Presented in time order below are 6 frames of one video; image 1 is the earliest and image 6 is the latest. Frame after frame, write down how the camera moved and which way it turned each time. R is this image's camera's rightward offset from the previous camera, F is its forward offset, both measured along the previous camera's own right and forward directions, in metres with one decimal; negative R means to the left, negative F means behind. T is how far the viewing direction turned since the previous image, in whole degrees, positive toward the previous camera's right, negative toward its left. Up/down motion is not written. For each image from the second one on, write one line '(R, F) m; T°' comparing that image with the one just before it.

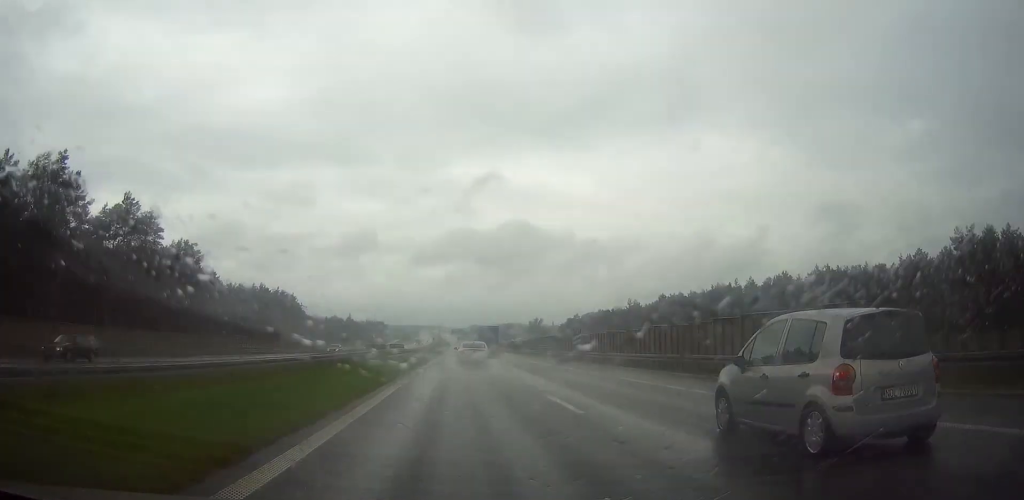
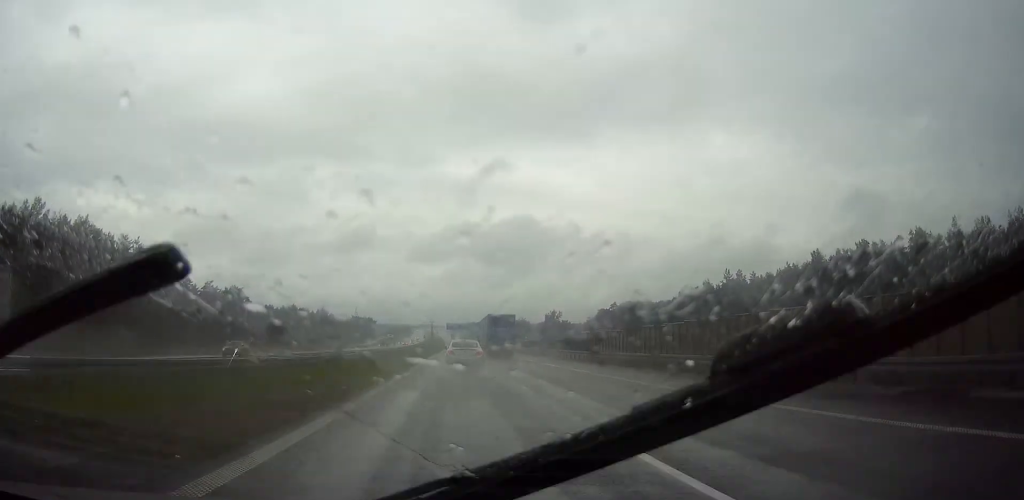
(0.0, +89.3) m; 0°
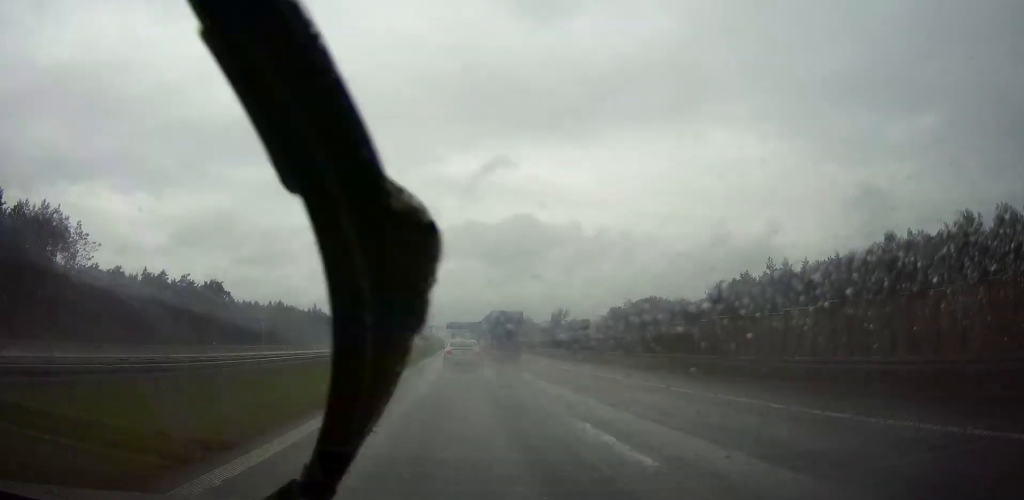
(0.0, +21.7) m; 0°
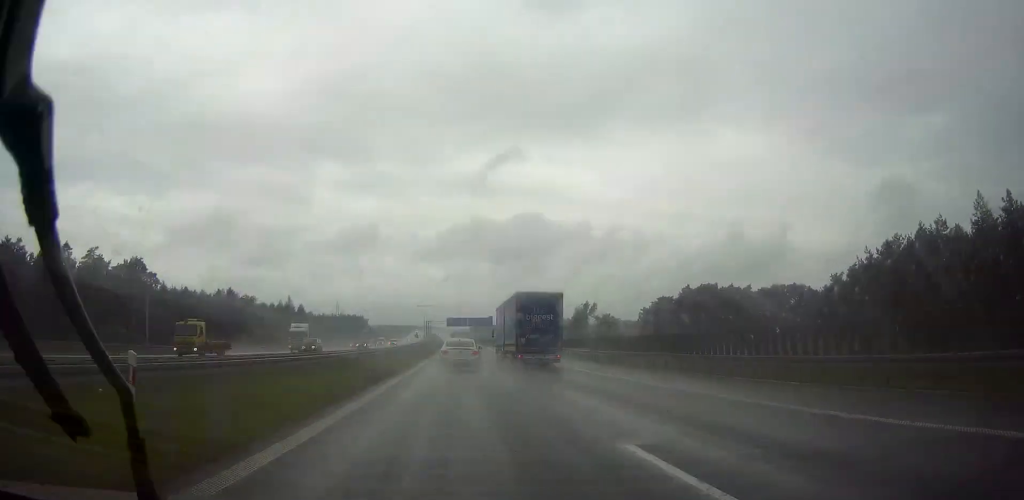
(0.0, +62.2) m; 0°
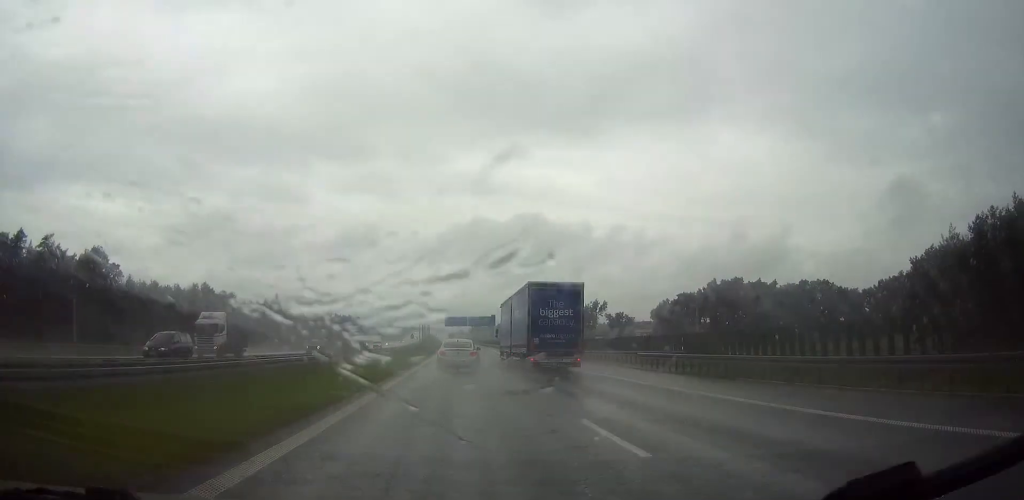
(0.0, +21.0) m; 0°
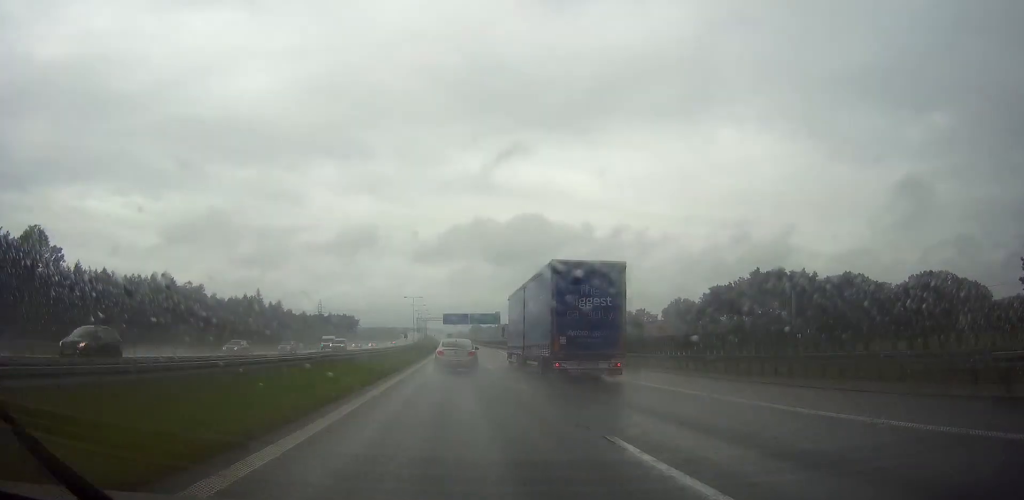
(0.0, +27.1) m; 0°
